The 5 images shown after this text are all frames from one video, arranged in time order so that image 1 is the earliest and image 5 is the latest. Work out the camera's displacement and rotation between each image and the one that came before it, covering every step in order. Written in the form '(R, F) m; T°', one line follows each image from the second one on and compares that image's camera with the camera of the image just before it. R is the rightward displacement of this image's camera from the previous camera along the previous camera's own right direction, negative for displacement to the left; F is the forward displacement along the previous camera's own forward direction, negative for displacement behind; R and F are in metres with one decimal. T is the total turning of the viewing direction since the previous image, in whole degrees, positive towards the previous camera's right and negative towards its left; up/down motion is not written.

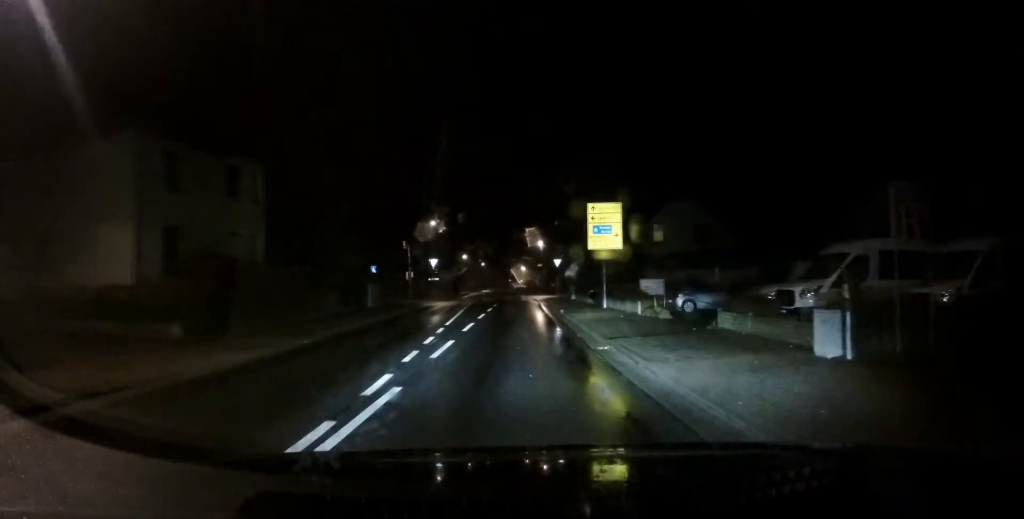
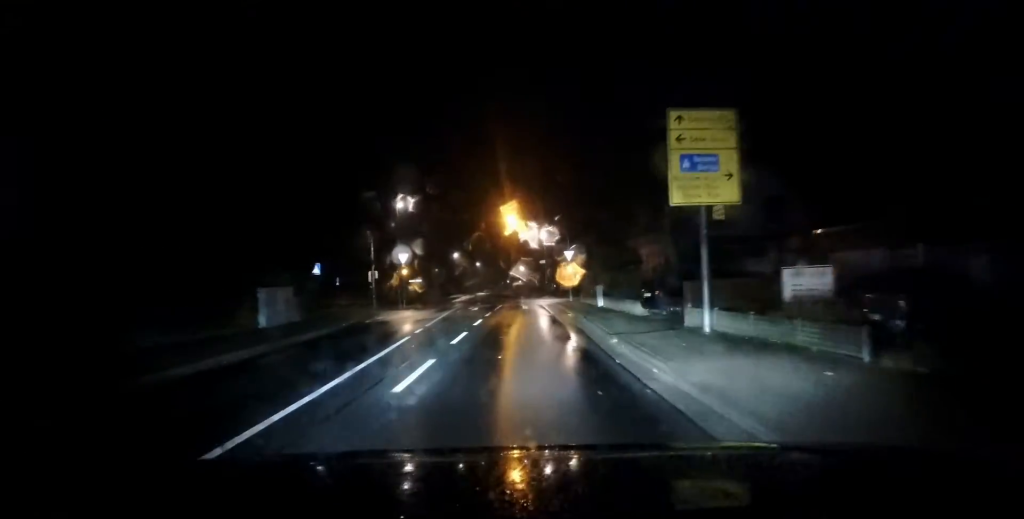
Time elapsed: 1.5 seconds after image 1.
(-0.1, +14.5) m; +2°
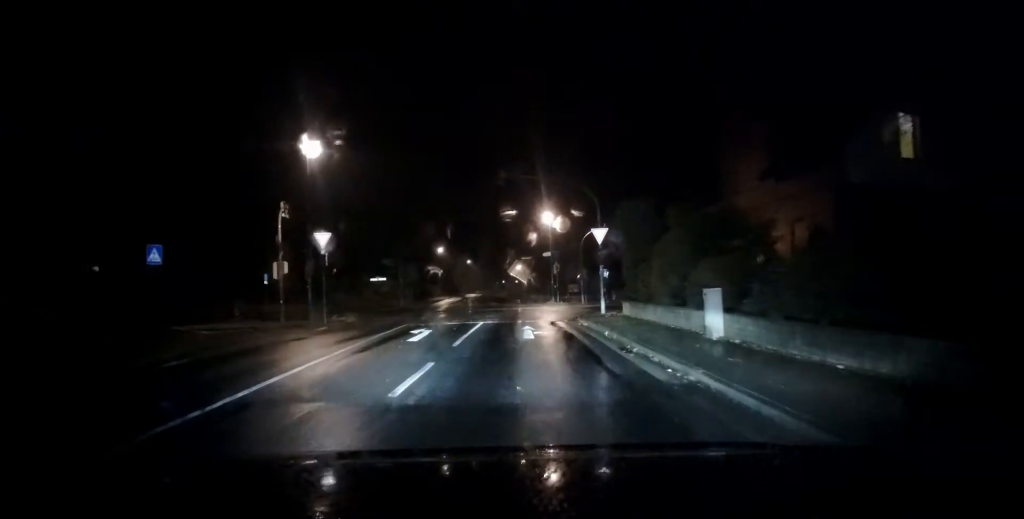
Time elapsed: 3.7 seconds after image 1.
(-0.2, +16.9) m; -3°
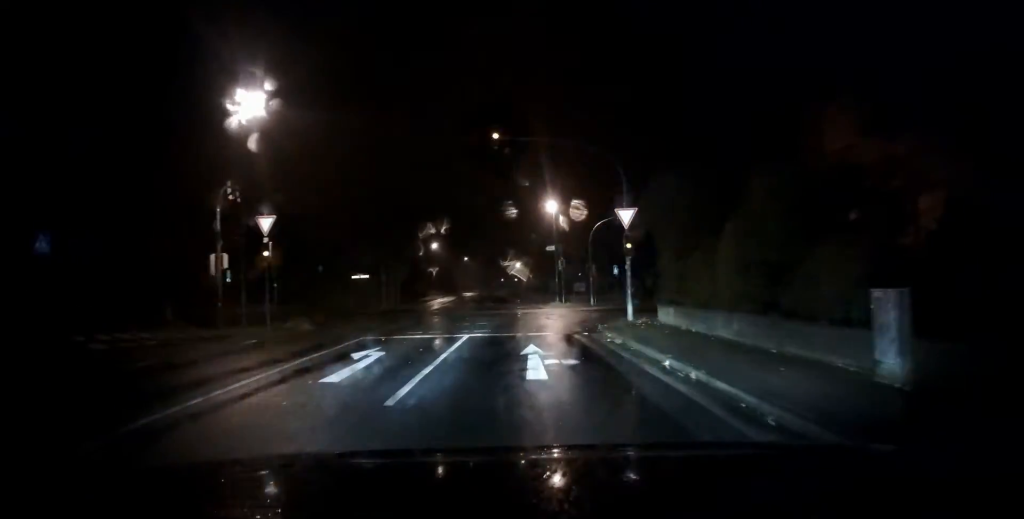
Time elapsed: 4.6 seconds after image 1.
(+0.1, +5.9) m; +3°
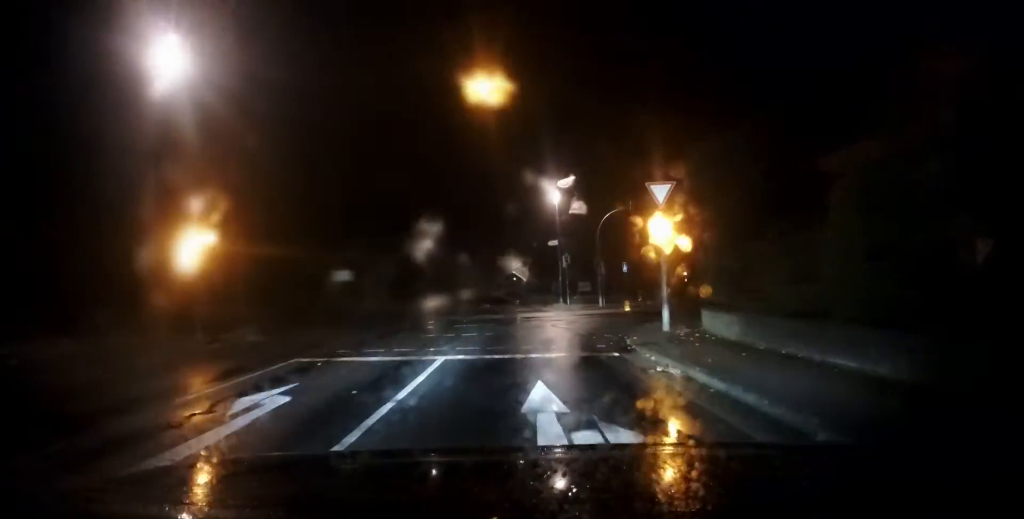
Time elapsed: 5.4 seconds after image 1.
(+0.2, +4.4) m; -1°
